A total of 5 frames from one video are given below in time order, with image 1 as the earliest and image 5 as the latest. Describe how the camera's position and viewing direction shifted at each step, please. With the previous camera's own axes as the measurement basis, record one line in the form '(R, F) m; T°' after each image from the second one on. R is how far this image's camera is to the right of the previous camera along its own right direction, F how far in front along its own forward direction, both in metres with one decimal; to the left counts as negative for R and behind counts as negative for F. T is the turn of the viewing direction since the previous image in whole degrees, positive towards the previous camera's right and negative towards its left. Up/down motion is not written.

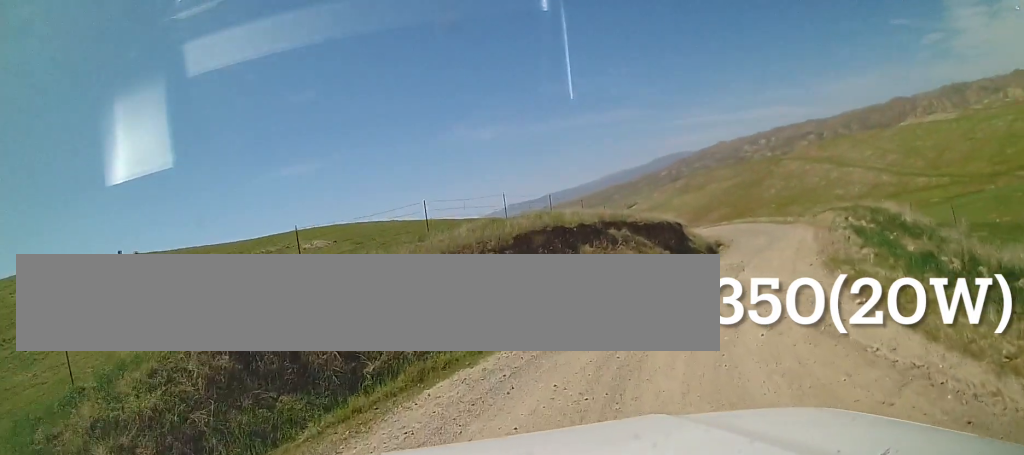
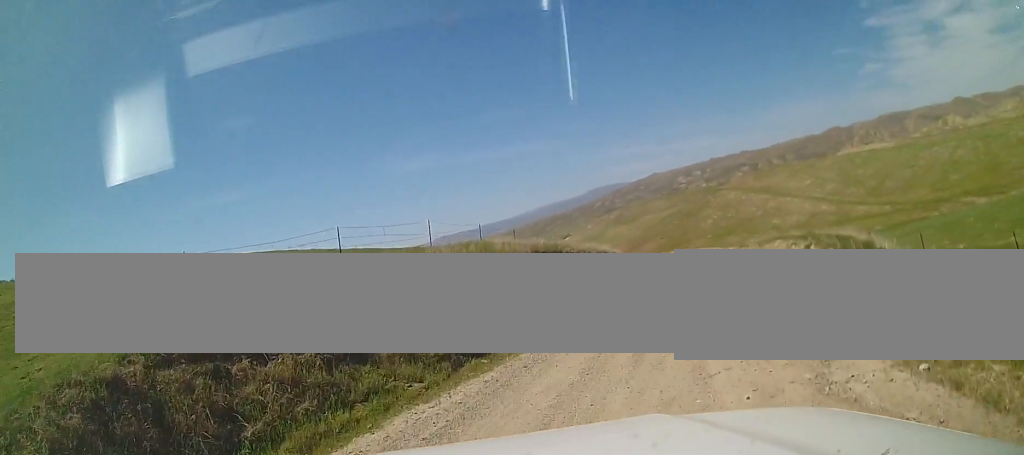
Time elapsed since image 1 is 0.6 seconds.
(+0.1, +2.0) m; +5°
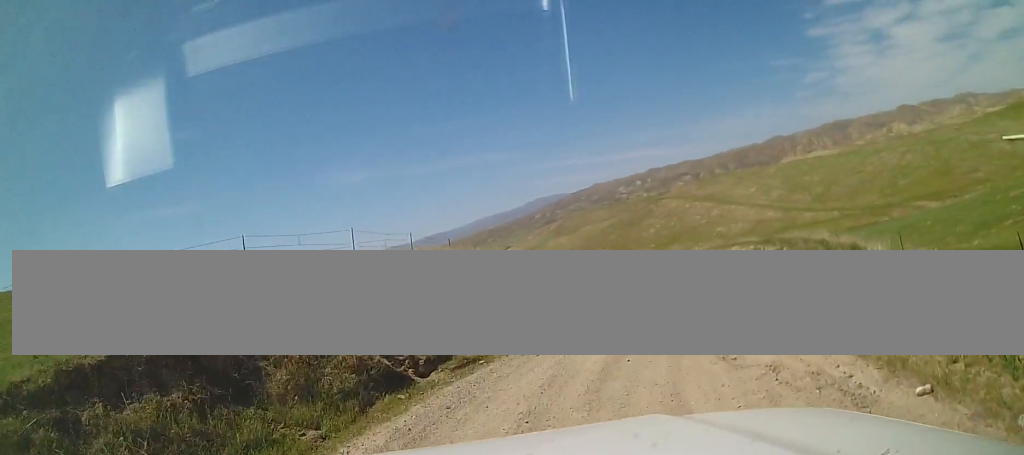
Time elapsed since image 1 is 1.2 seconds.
(+0.1, +2.1) m; +7°
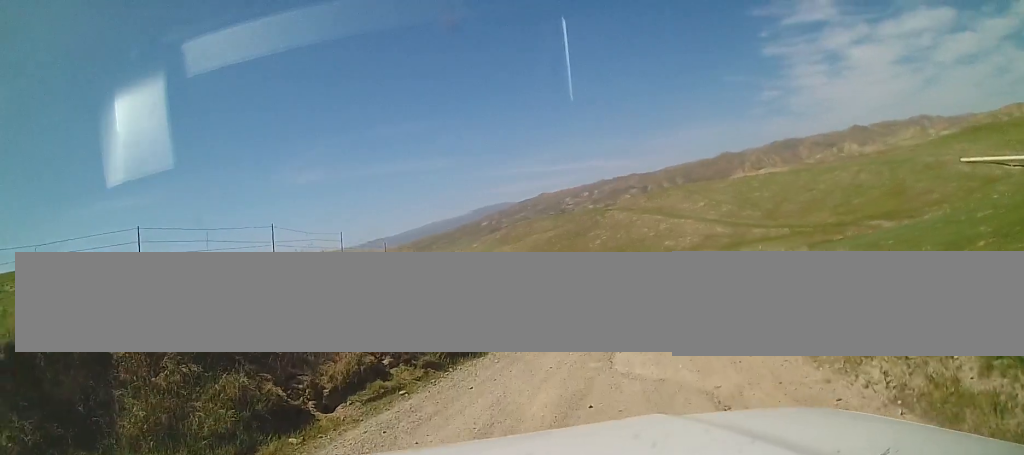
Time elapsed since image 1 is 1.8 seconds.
(-0.1, +2.1) m; +8°
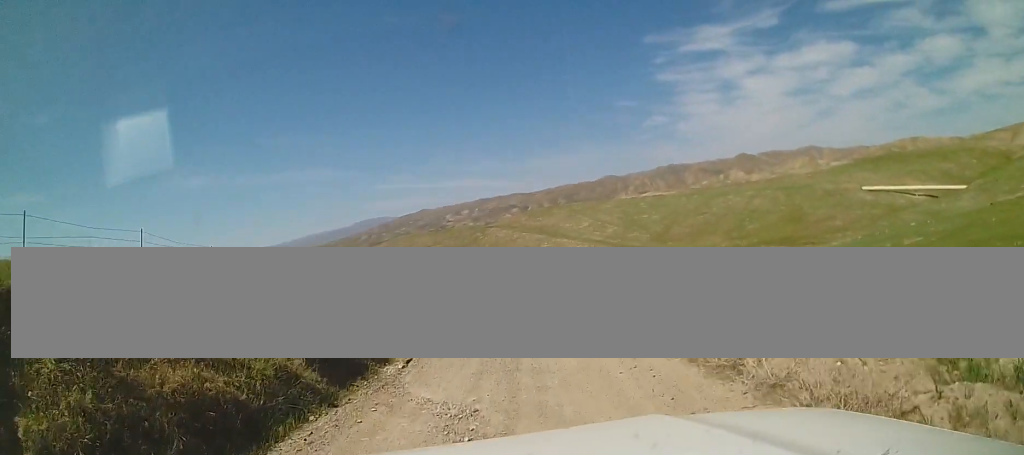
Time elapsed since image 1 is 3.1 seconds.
(+0.6, +5.6) m; +5°
